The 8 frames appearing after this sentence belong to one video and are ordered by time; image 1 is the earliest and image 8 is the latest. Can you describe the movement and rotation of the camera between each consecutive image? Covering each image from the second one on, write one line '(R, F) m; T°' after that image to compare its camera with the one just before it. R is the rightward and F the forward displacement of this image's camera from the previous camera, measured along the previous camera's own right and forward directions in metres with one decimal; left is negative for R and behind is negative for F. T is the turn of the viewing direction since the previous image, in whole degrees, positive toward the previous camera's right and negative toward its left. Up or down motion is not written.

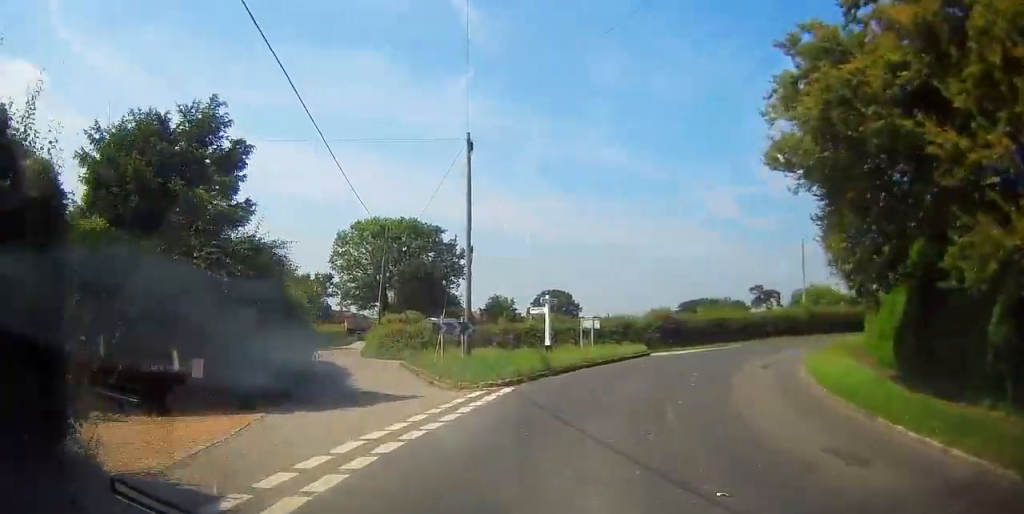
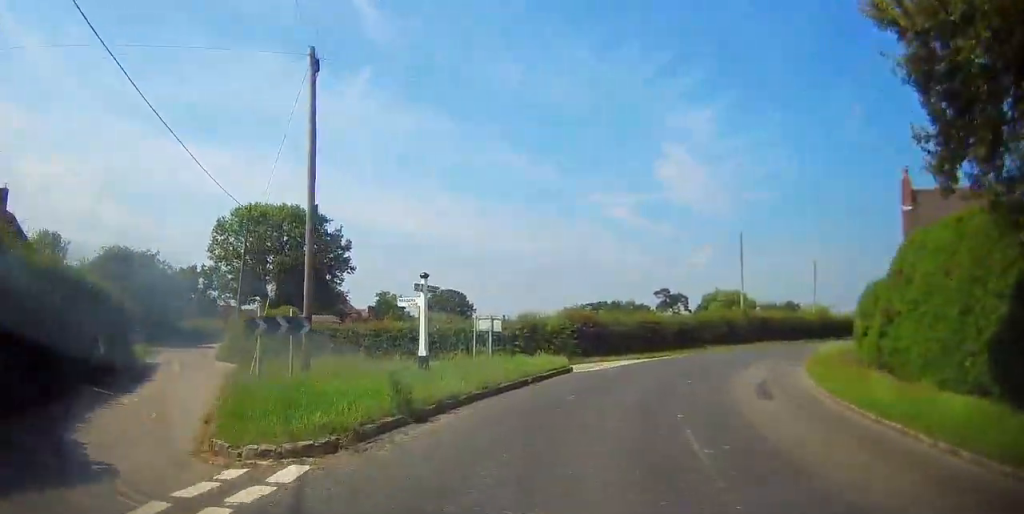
(+0.5, +7.9) m; +9°
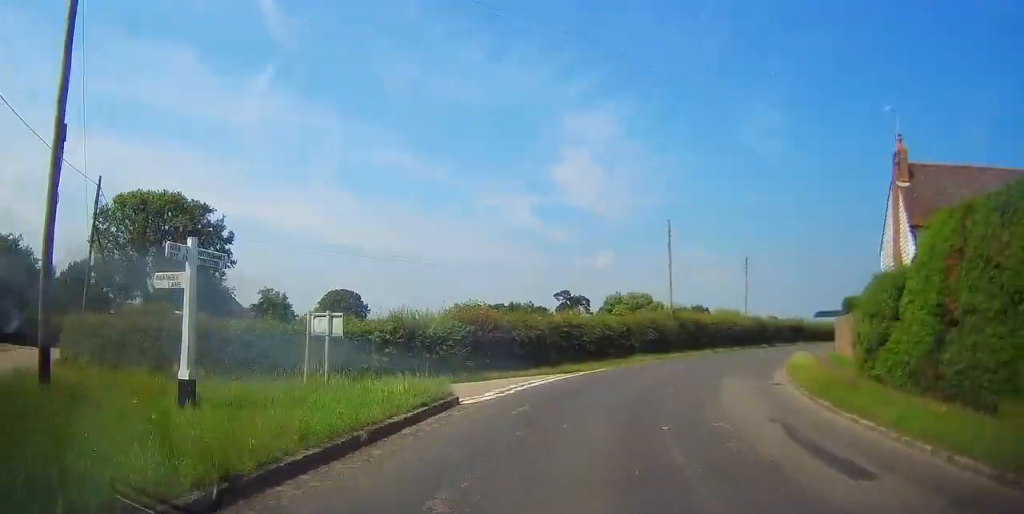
(+0.4, +6.7) m; +8°
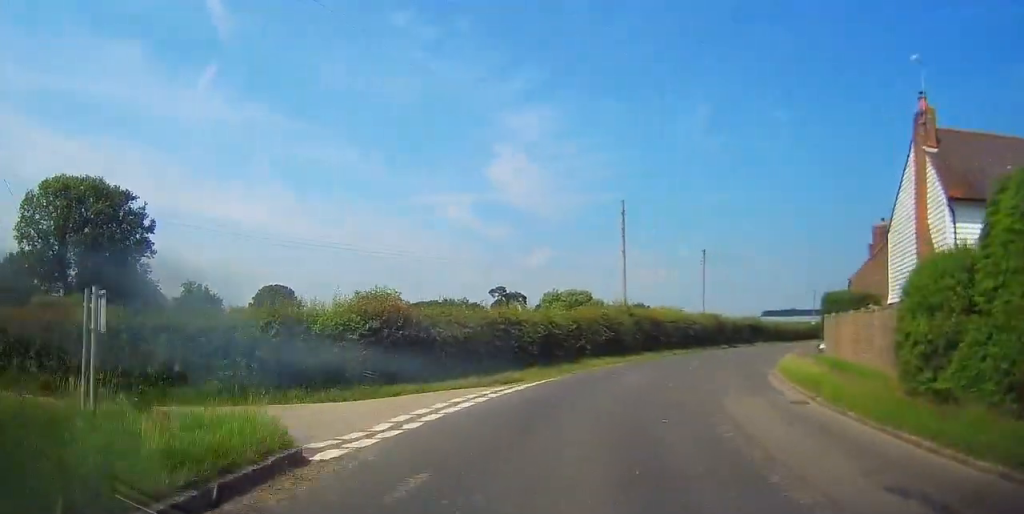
(+0.4, +5.3) m; +5°
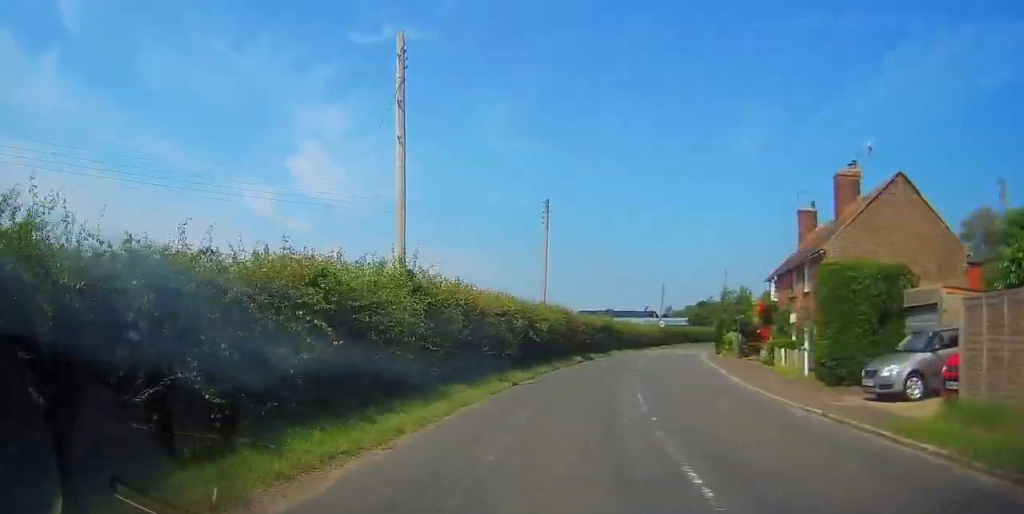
(+2.8, +19.1) m; +16°
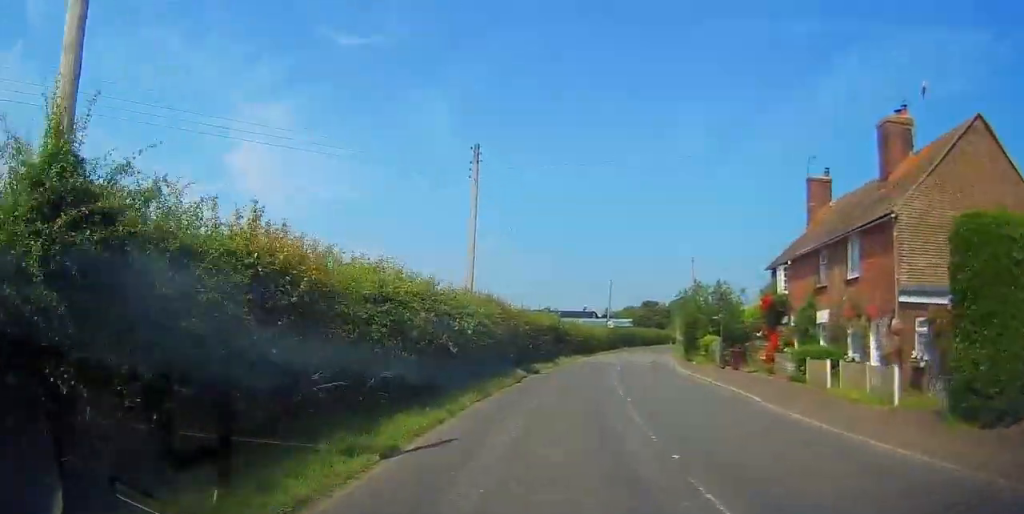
(+0.4, +8.8) m; +5°
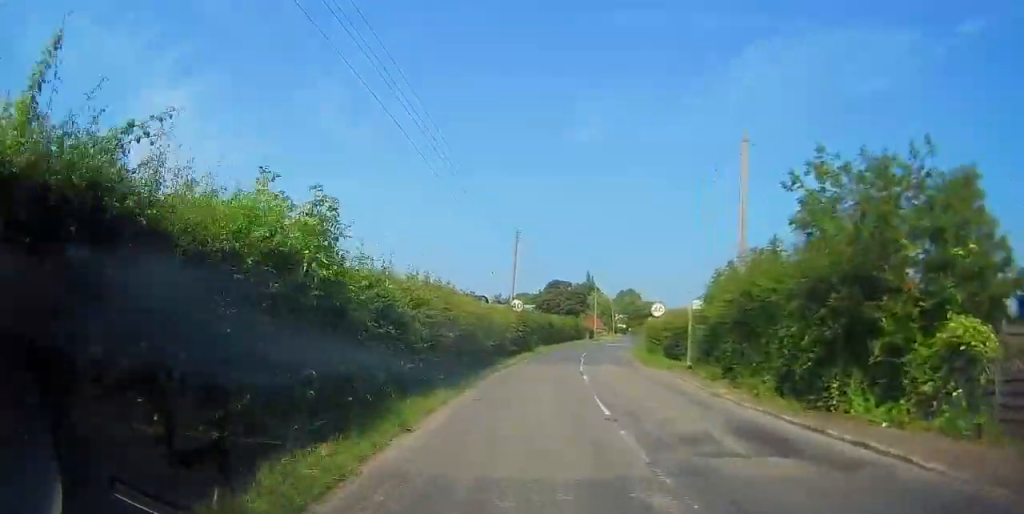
(+3.0, +29.3) m; +8°
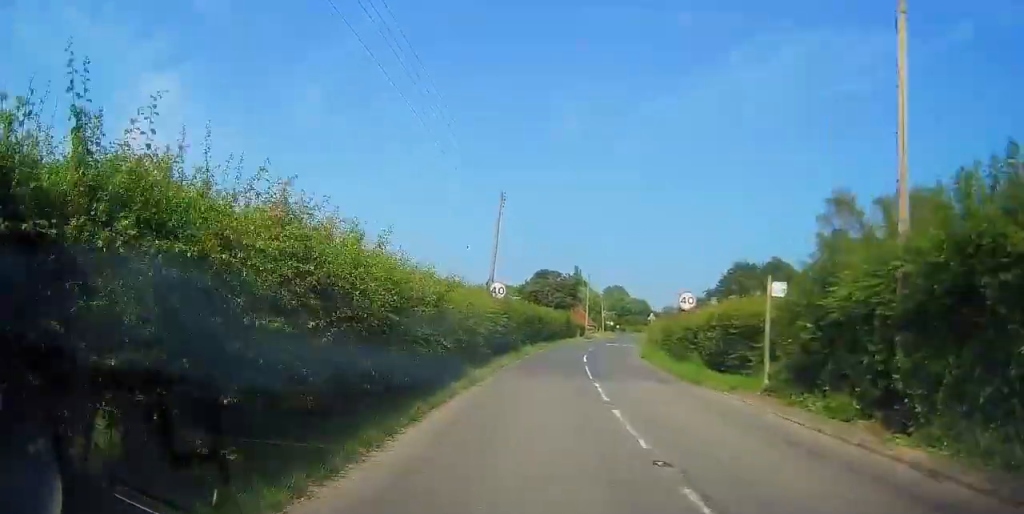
(-0.3, +9.1) m; +2°
